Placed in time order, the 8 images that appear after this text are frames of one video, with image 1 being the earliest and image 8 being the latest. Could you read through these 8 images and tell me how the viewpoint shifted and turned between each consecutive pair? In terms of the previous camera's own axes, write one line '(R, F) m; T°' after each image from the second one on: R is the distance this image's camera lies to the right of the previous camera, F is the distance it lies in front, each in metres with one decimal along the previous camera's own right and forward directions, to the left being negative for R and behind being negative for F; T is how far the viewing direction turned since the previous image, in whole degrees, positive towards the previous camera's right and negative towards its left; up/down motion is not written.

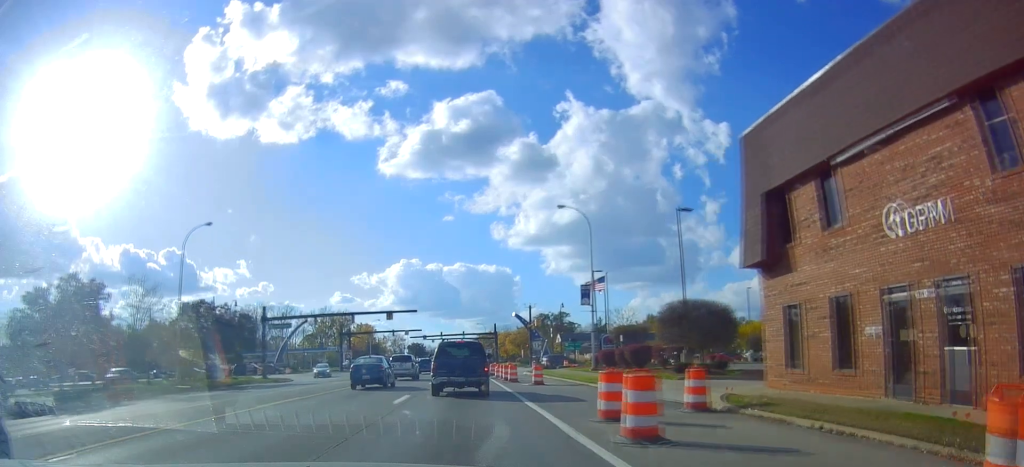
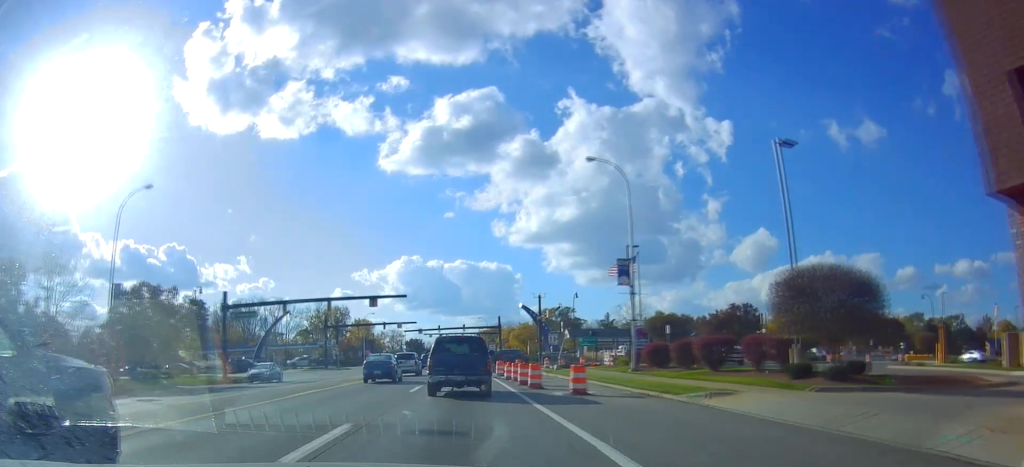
(-0.4, +10.1) m; -1°
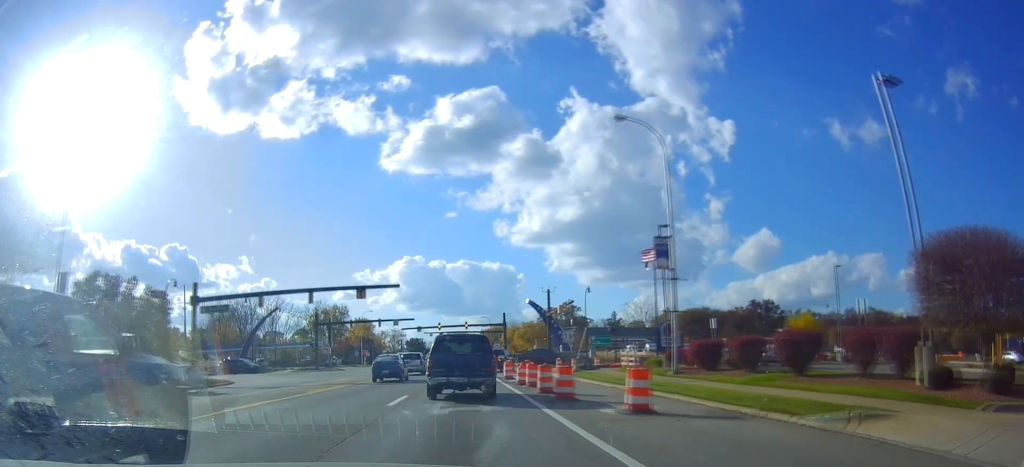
(+0.1, +6.4) m; +1°
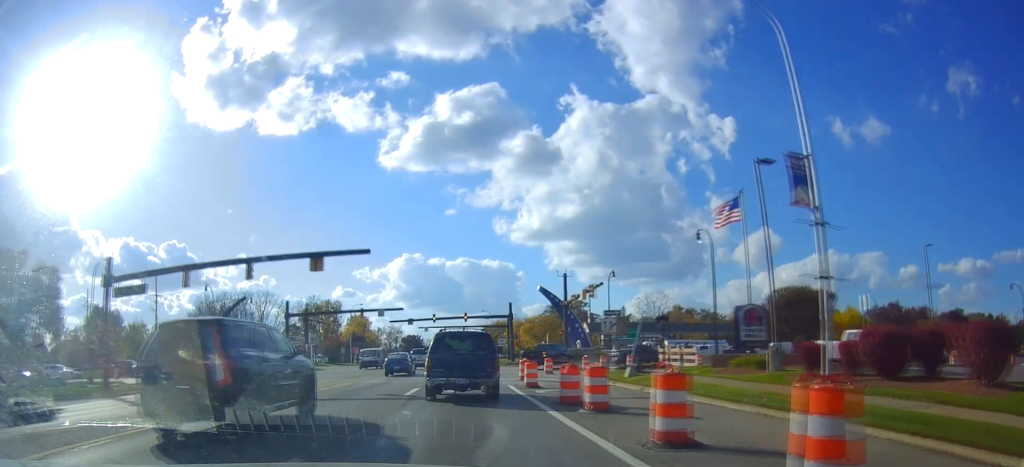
(+0.4, +12.8) m; +2°
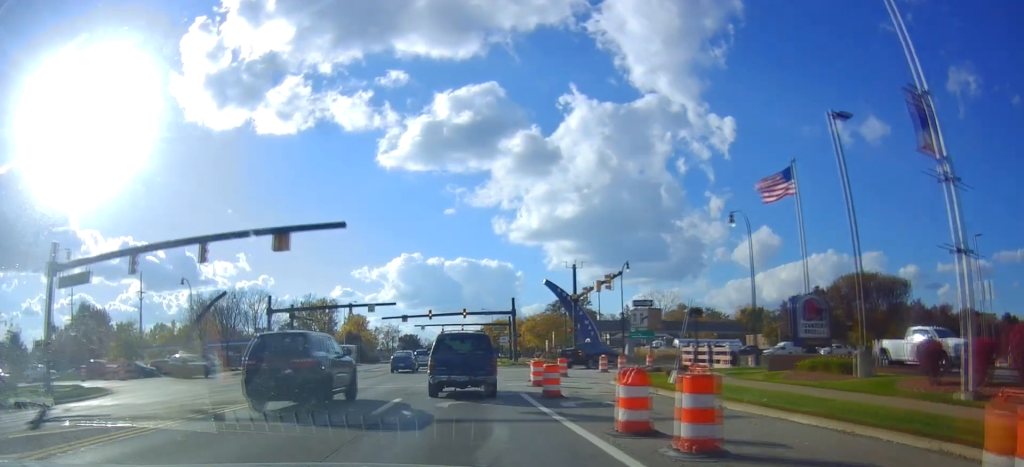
(0.0, +6.1) m; 0°
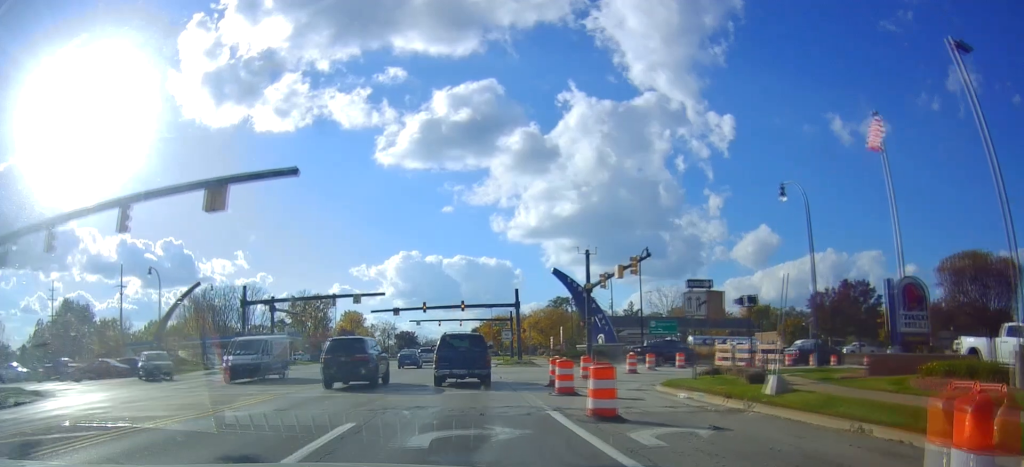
(0.0, +7.2) m; 0°
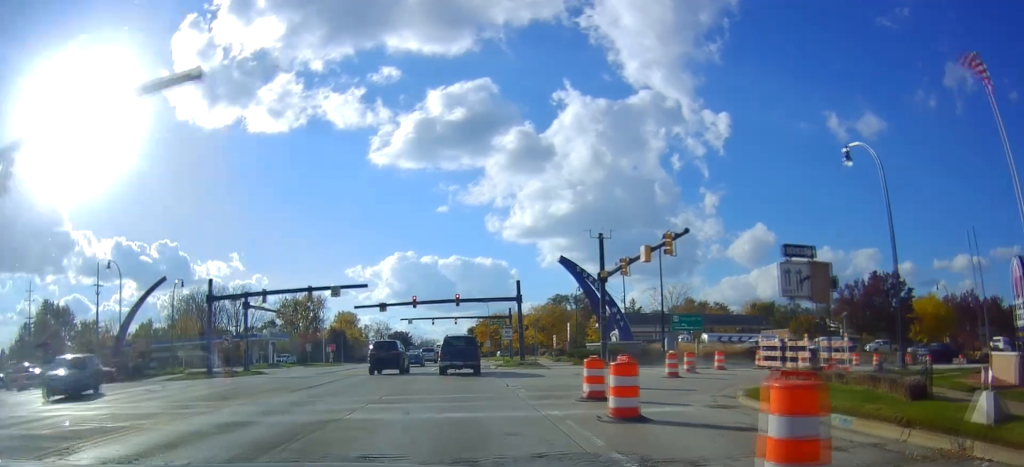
(0.0, +7.5) m; 0°
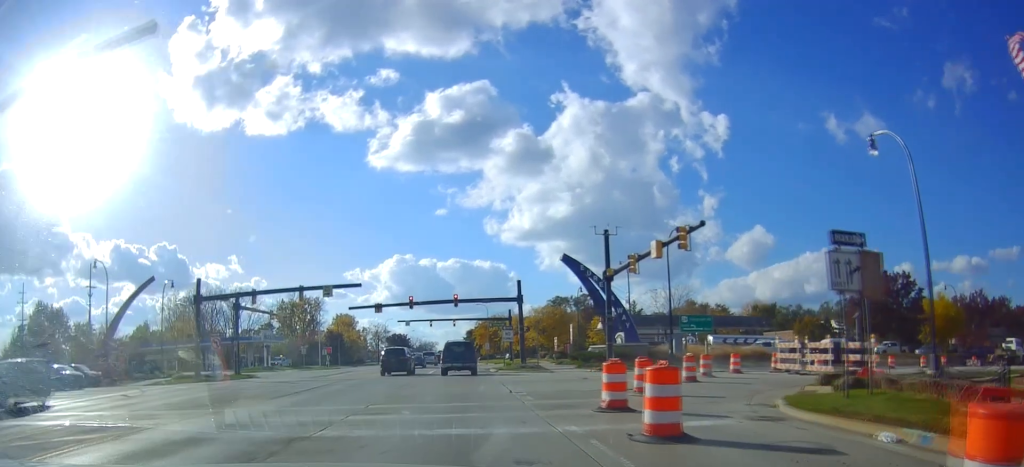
(0.0, +2.7) m; 0°
